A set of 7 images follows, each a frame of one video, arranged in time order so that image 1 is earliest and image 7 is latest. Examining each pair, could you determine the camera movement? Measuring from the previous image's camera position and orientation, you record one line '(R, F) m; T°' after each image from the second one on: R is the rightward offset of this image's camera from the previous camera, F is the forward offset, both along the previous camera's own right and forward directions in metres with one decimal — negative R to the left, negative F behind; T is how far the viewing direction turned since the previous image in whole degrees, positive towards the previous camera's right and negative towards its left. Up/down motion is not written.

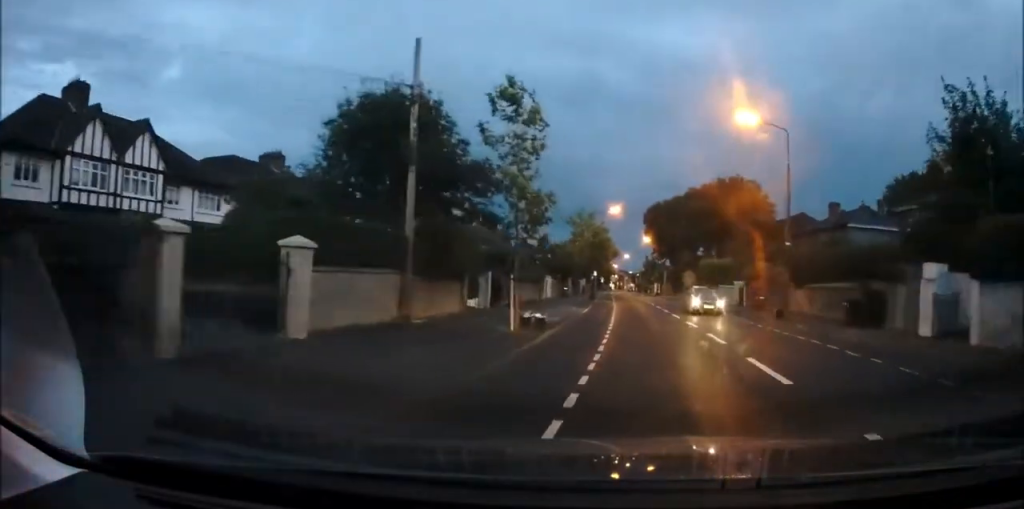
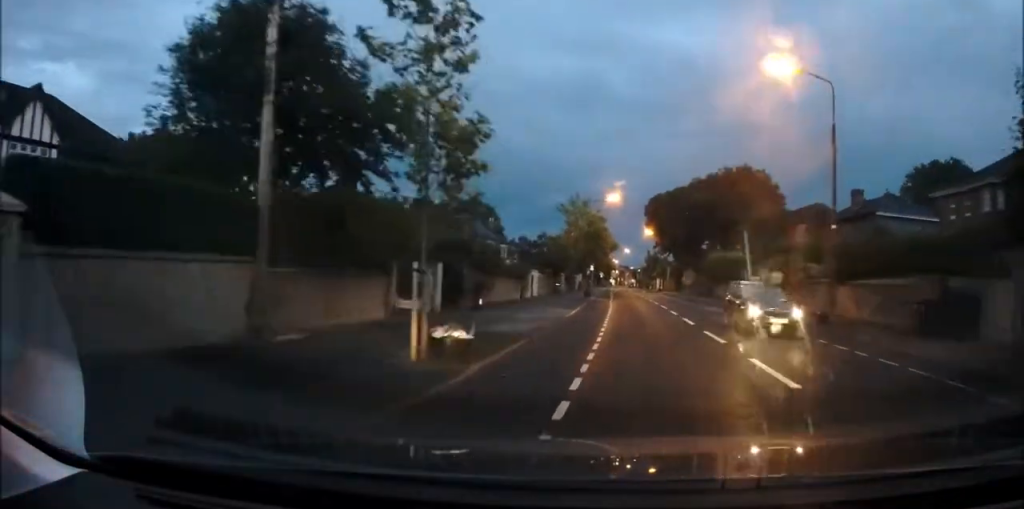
(+0.1, +6.5) m; 0°
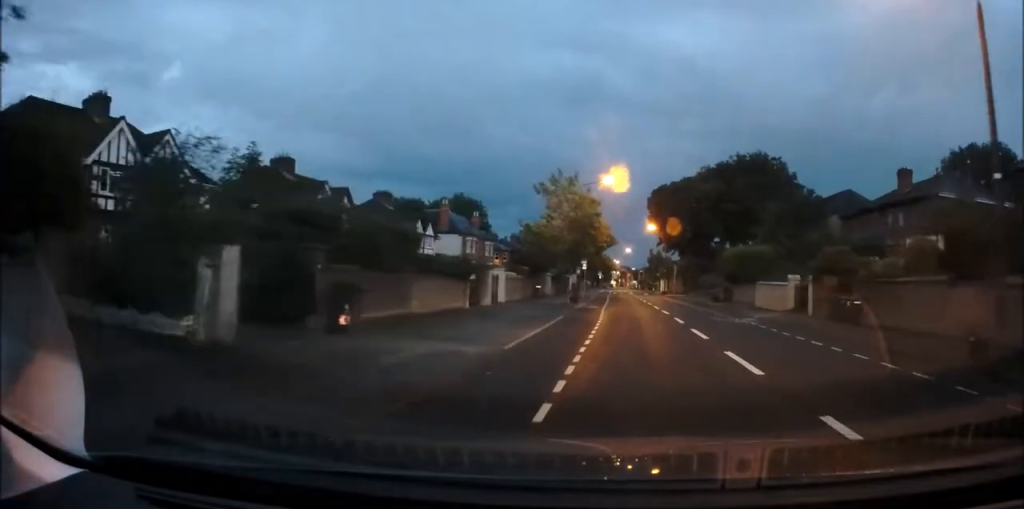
(+0.1, +10.5) m; -1°
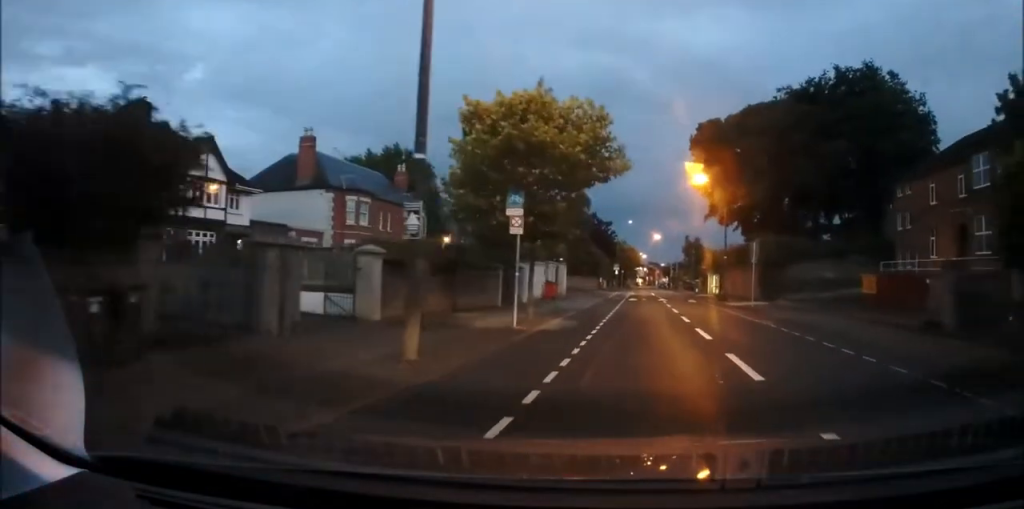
(-1.3, +35.8) m; -4°
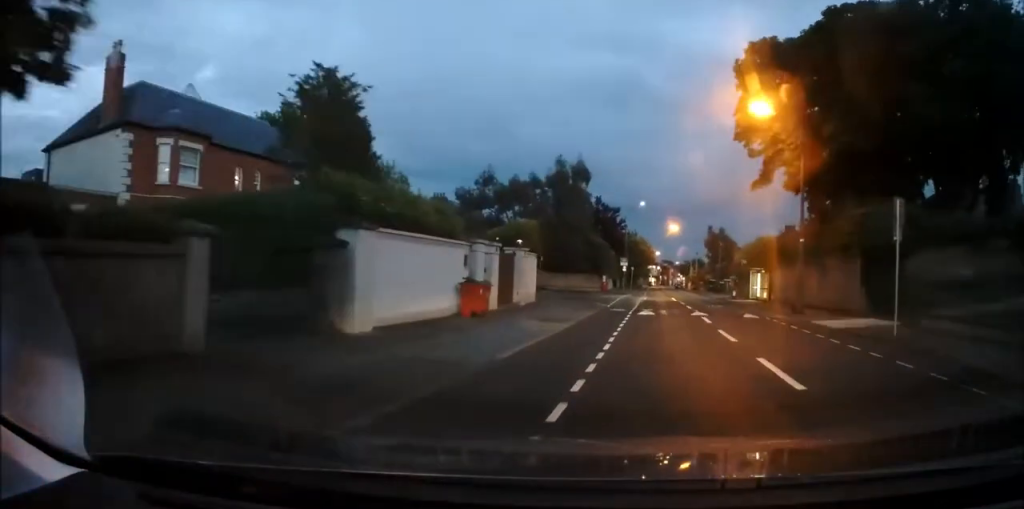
(+0.5, +18.4) m; +3°
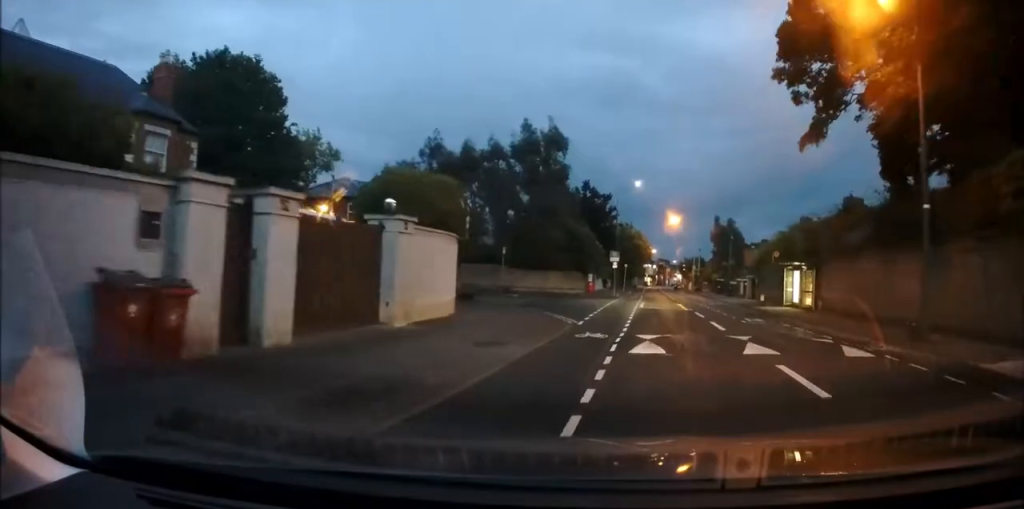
(0.0, +12.4) m; 0°
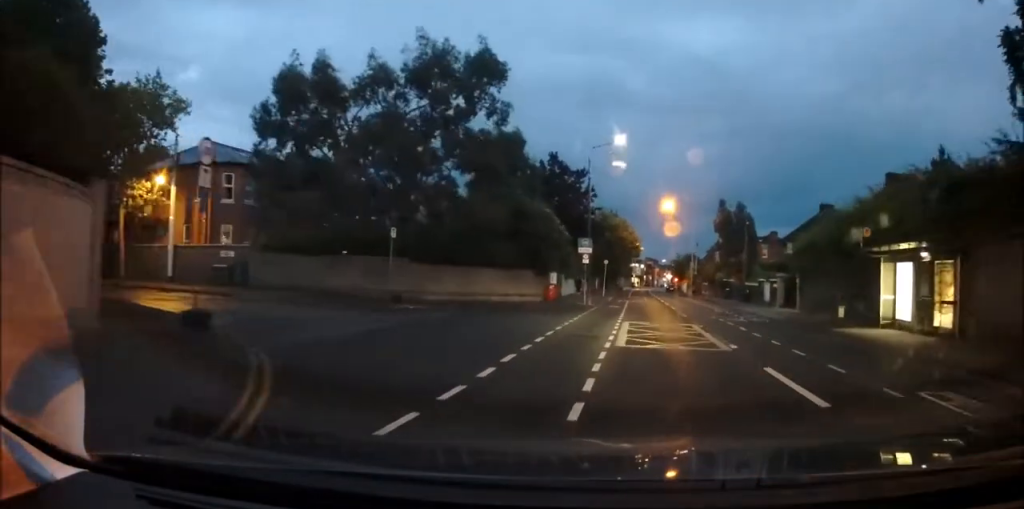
(+0.1, +15.7) m; +1°
